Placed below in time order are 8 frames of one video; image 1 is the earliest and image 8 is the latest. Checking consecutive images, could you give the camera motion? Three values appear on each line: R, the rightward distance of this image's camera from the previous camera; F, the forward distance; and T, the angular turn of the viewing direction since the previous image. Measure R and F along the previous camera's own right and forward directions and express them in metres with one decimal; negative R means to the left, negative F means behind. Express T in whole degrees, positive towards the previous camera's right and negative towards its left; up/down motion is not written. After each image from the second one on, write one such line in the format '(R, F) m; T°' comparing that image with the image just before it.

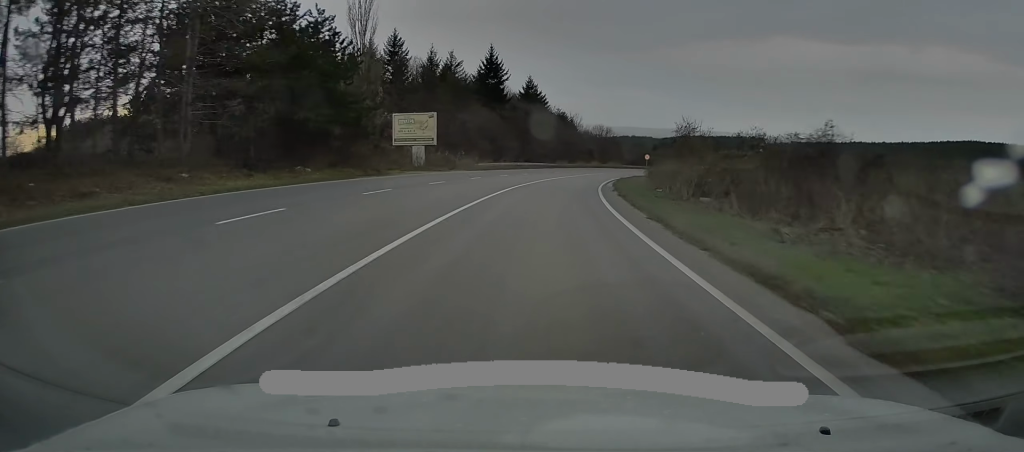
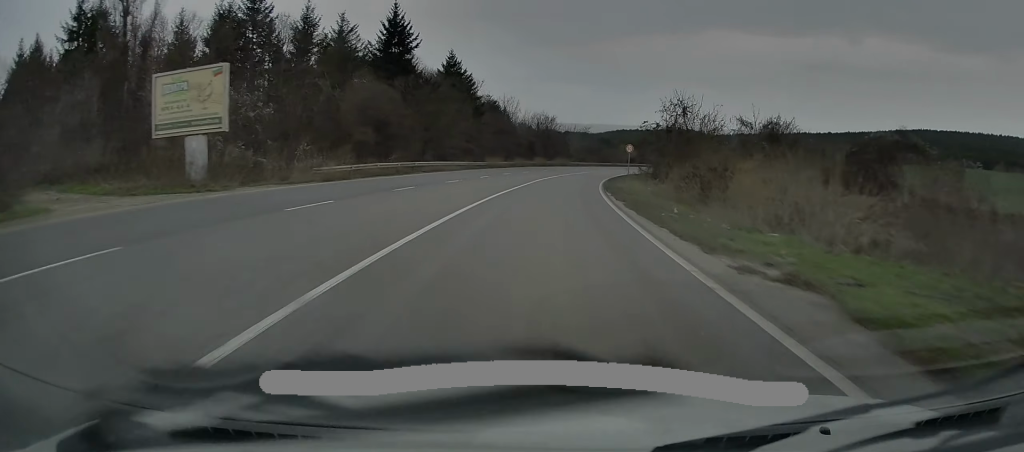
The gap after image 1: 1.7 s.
(+2.3, +32.4) m; +6°
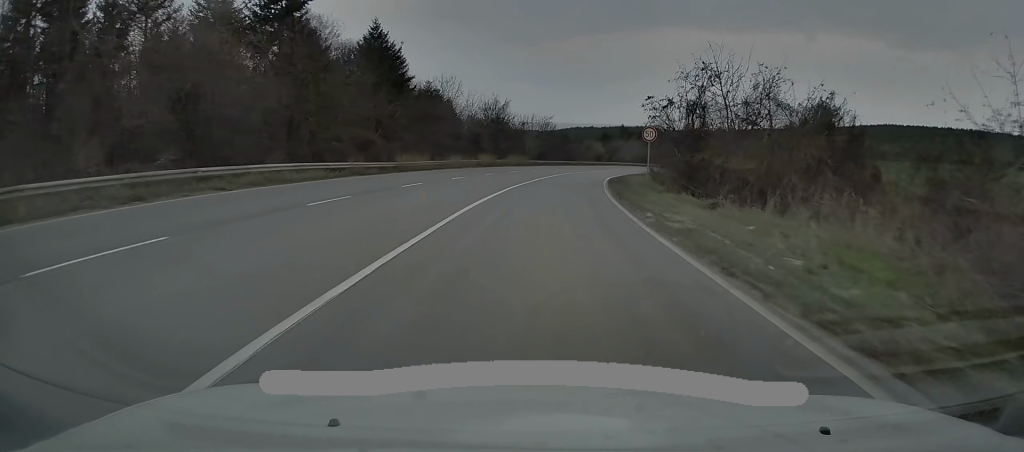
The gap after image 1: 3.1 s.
(+0.4, +25.7) m; +3°
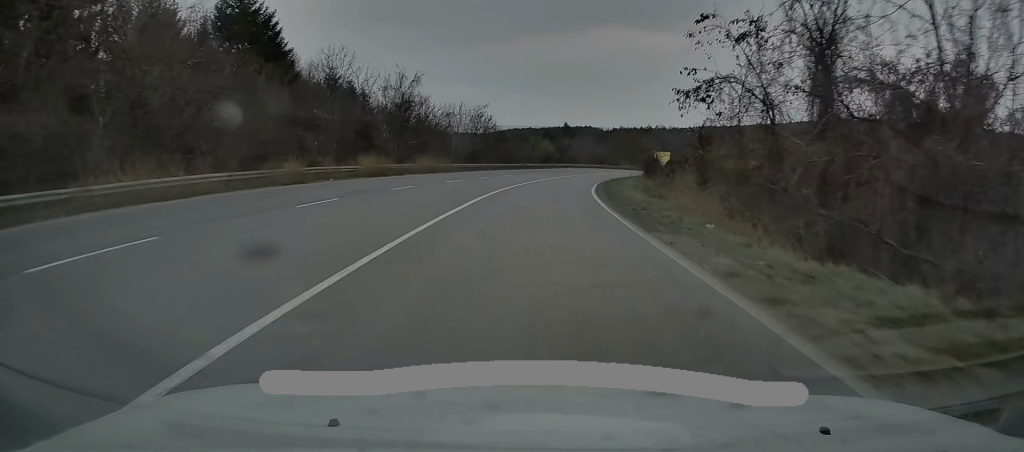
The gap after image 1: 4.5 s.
(+1.3, +26.3) m; +6°
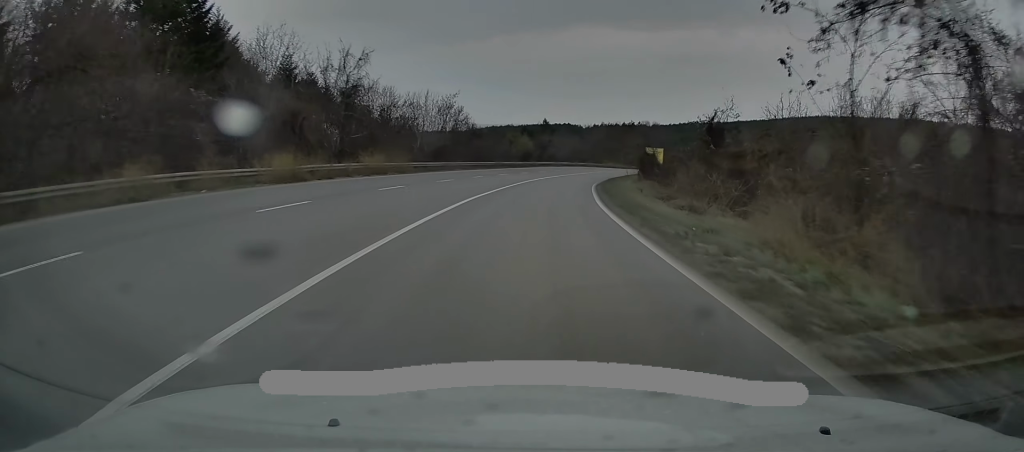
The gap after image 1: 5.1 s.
(+0.2, +10.6) m; +2°
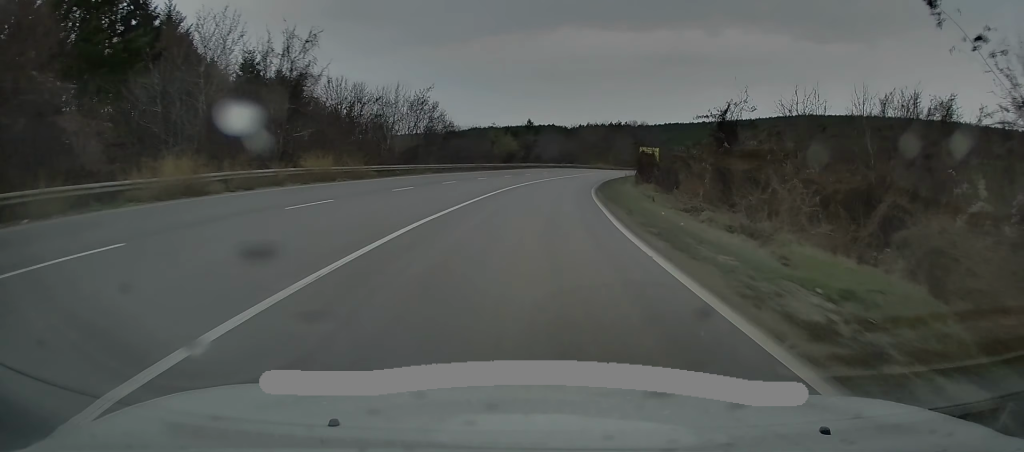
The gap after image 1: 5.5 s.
(-0.1, +7.5) m; +2°
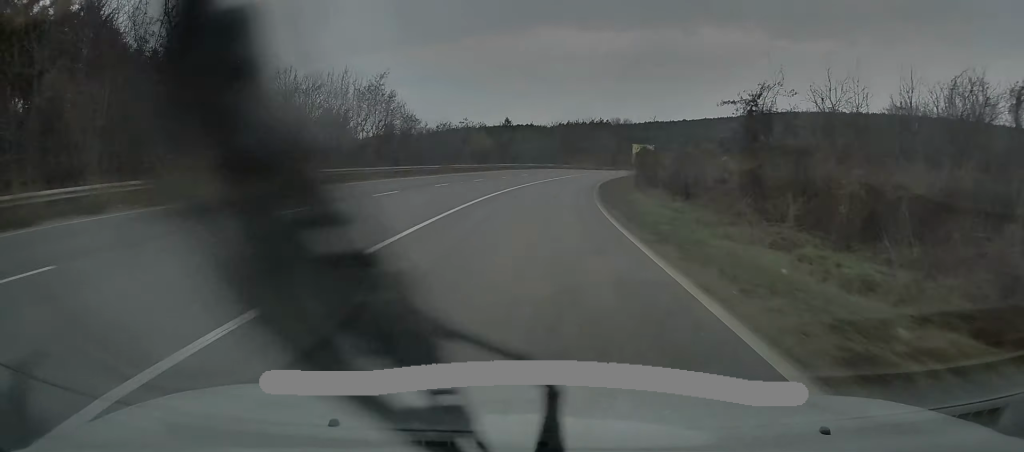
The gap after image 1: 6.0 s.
(+0.4, +10.7) m; +2°
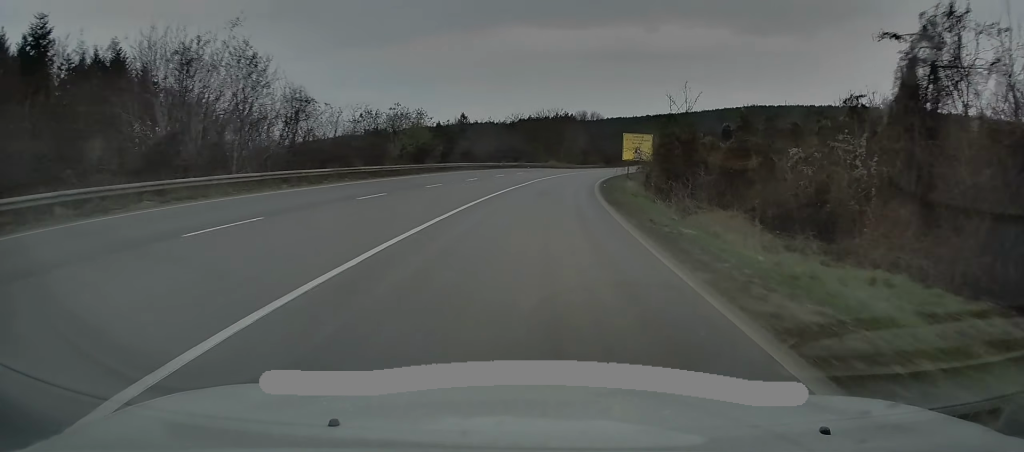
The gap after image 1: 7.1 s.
(+0.6, +20.3) m; +3°
